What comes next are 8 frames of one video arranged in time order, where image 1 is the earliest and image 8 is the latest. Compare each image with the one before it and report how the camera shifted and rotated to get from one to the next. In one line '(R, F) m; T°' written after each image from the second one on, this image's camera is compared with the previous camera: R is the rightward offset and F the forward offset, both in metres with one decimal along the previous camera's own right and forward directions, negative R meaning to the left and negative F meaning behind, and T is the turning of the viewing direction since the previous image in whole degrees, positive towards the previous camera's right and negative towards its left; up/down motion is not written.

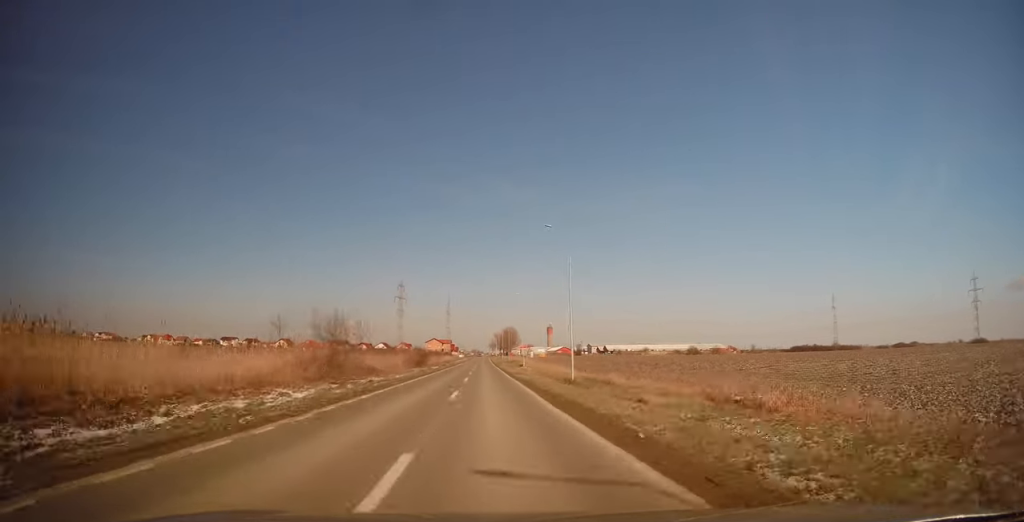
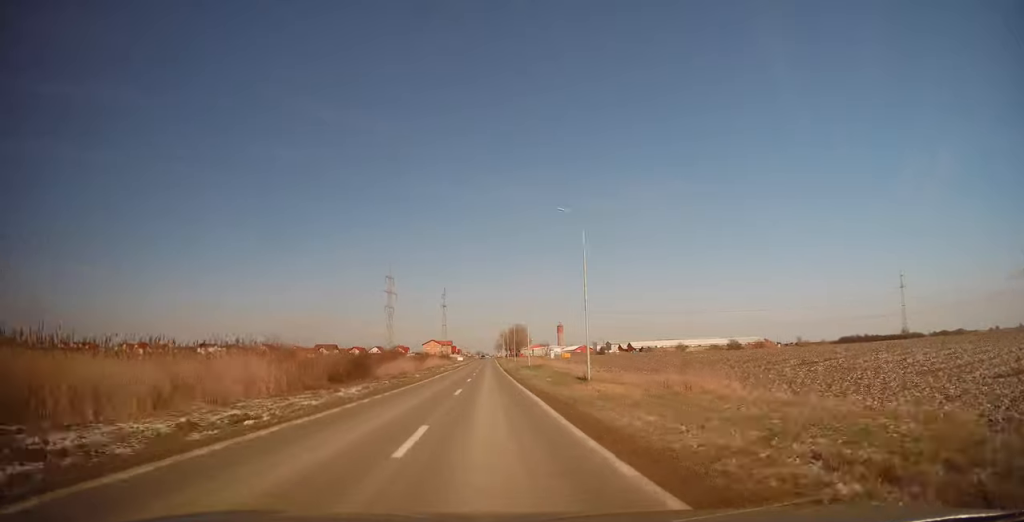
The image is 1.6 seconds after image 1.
(0.0, +43.4) m; -1°
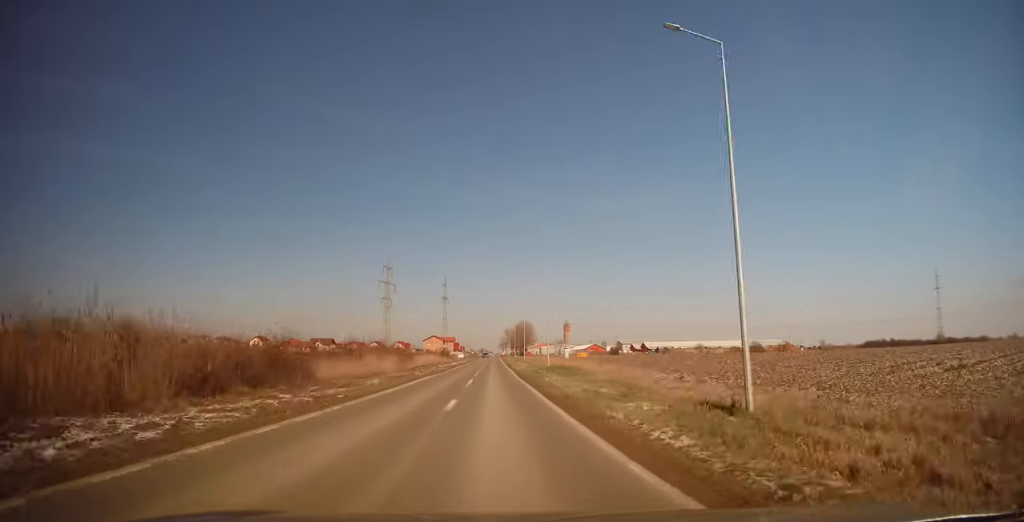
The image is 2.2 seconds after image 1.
(-0.2, +17.6) m; -1°
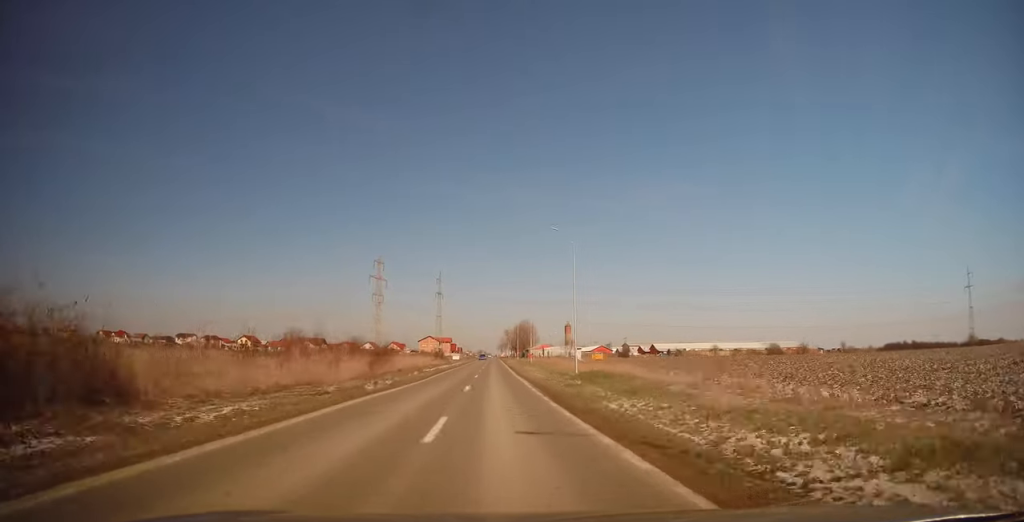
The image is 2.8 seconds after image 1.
(-0.2, +16.6) m; 0°
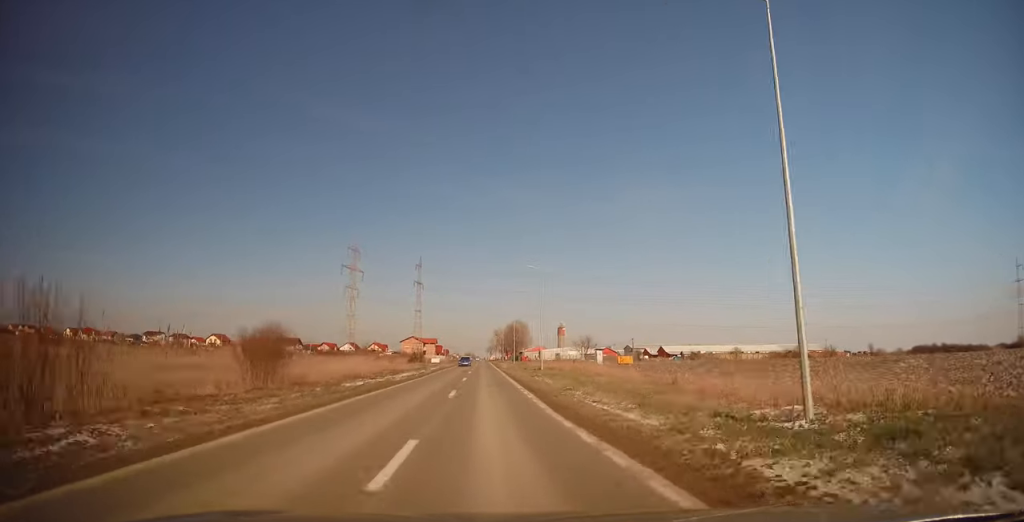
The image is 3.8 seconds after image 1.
(-0.1, +26.6) m; 0°
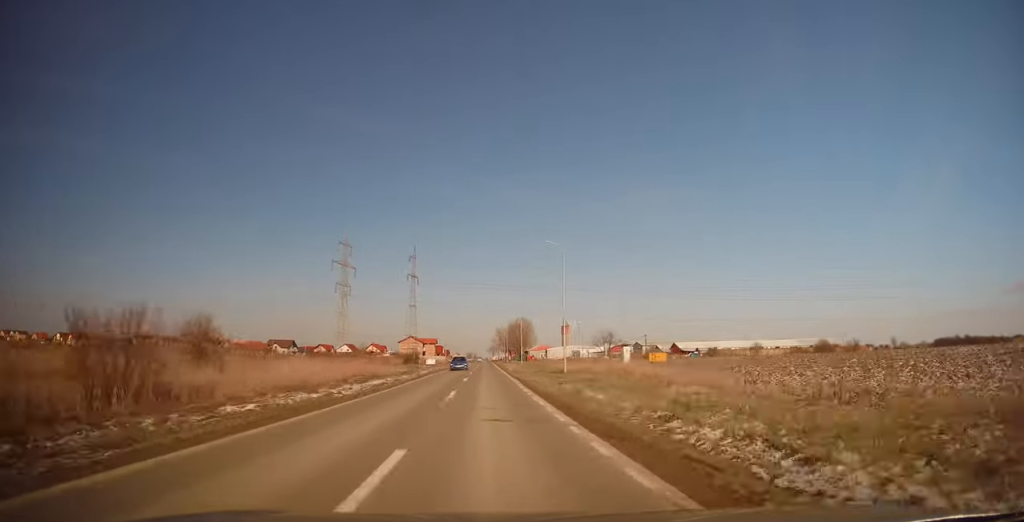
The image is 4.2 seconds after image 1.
(+0.1, +12.8) m; 0°
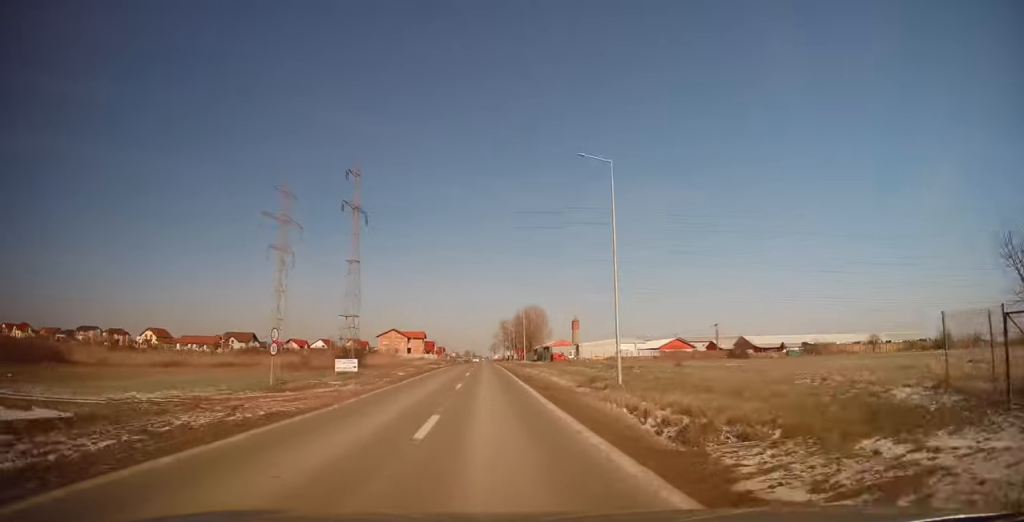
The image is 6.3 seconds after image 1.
(+0.3, +54.7) m; 0°
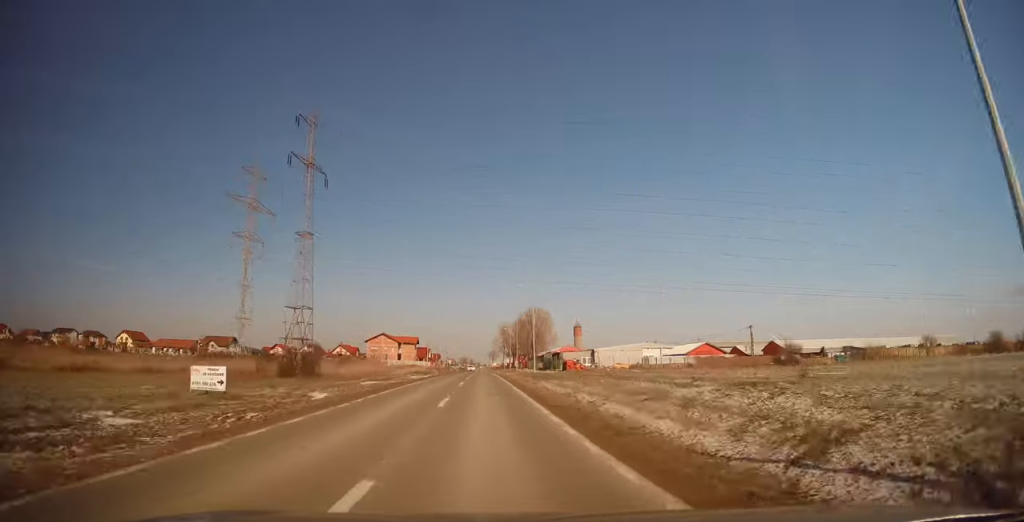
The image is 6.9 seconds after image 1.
(0.0, +17.5) m; 0°
